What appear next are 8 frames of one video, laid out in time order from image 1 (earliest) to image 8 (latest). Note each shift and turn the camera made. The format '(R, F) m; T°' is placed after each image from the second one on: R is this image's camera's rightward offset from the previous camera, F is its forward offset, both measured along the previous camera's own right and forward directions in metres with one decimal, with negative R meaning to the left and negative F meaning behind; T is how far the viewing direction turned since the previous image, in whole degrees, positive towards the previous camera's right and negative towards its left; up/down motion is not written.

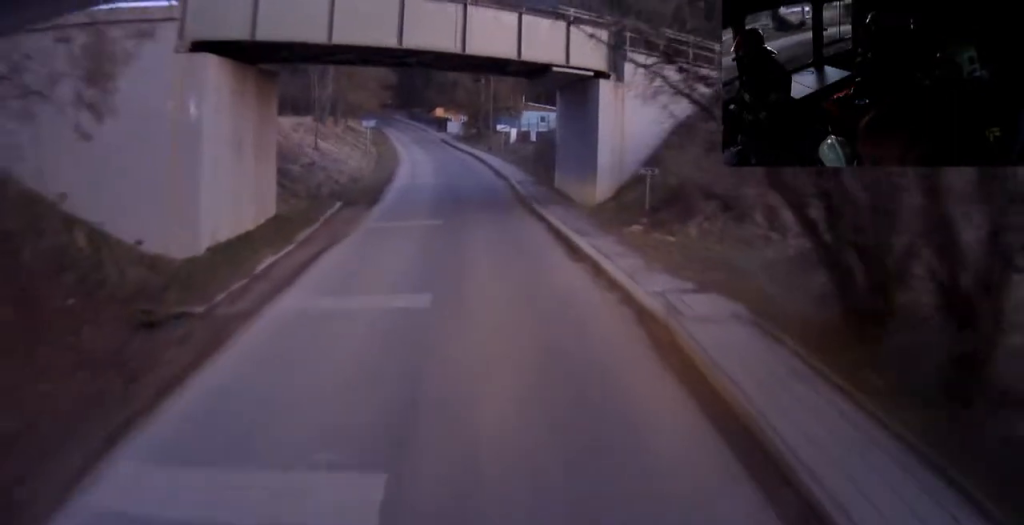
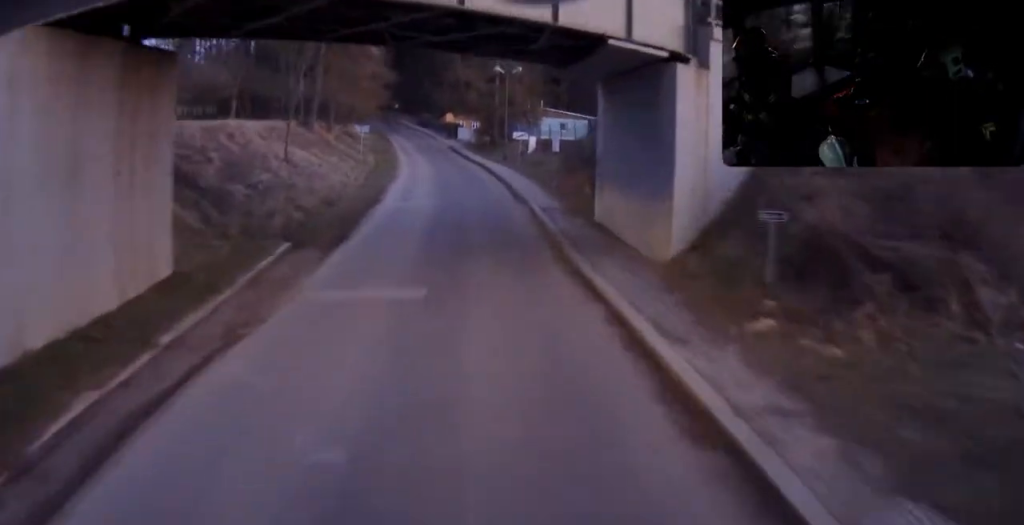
(0.0, +7.0) m; -1°
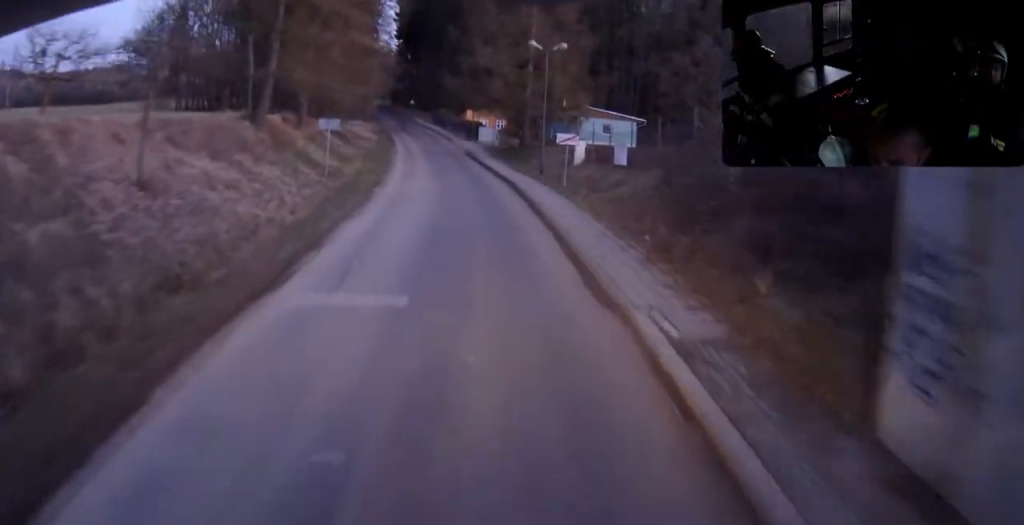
(-0.1, +12.9) m; +6°
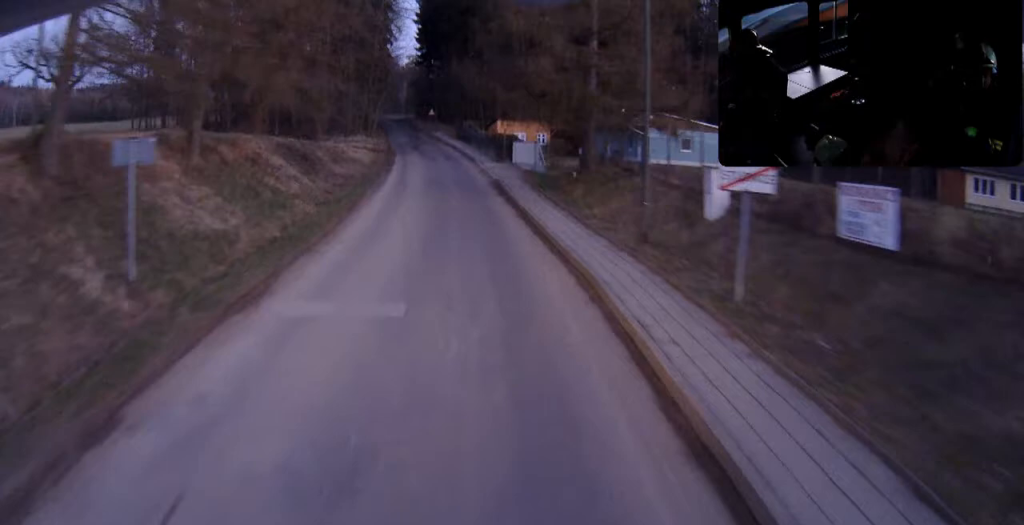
(+2.0, +18.2) m; +5°
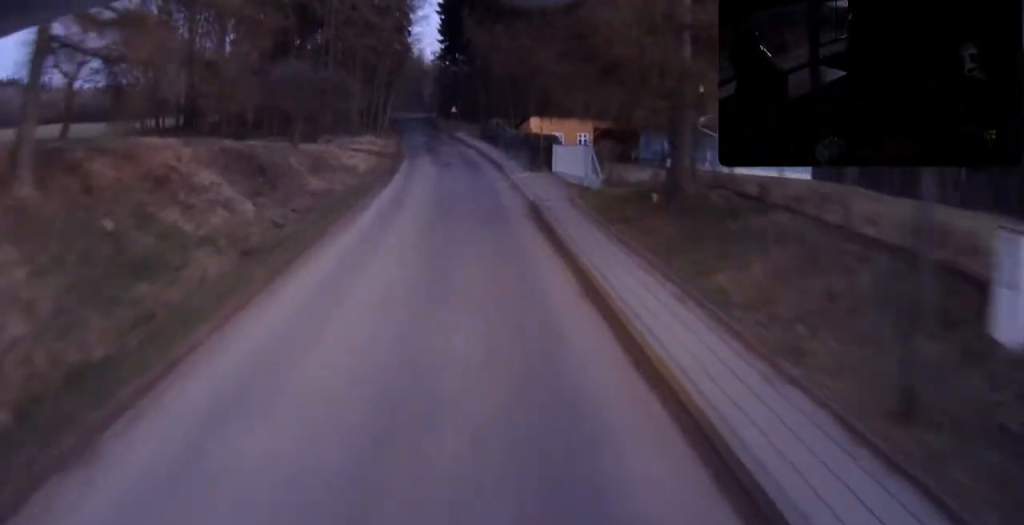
(-0.6, +11.5) m; -7°
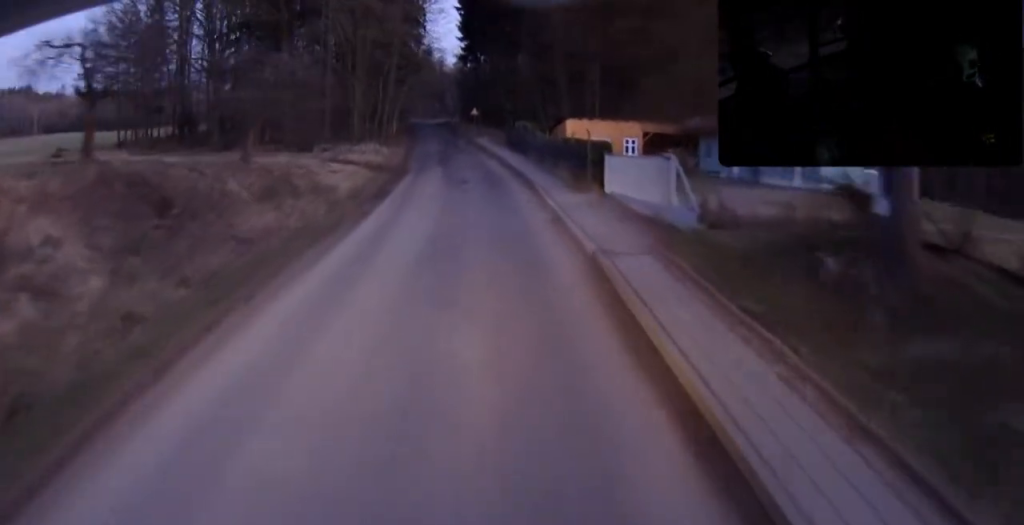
(-0.7, +10.8) m; -3°
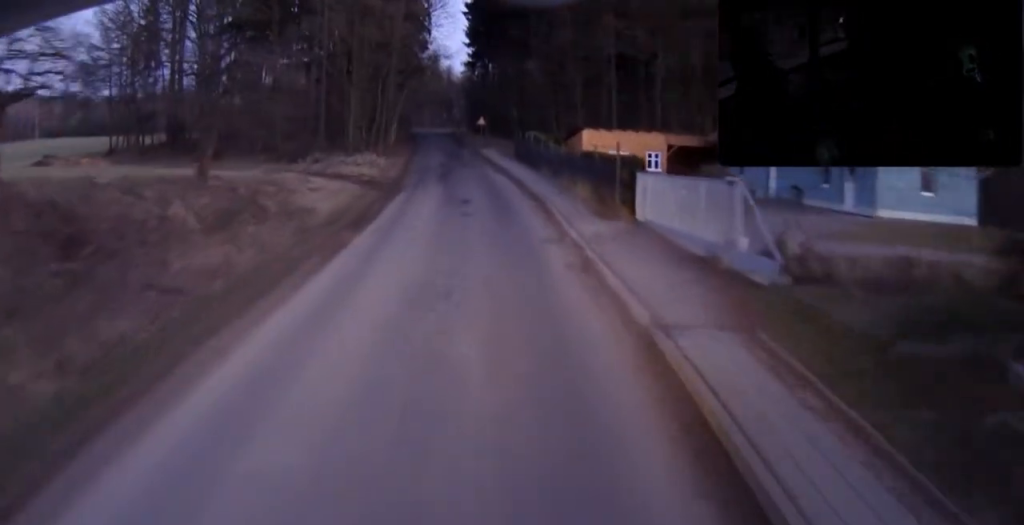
(-0.2, +4.9) m; 0°
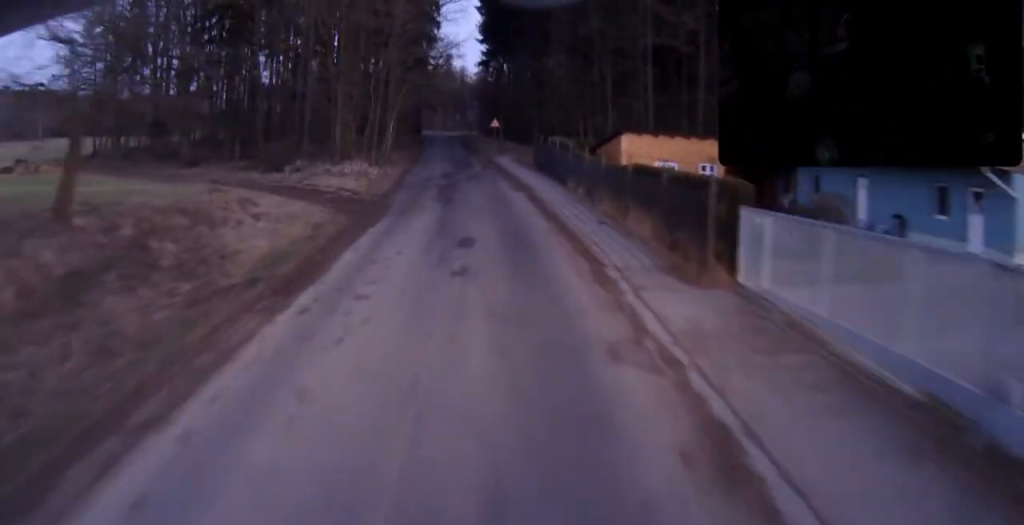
(+0.3, +9.0) m; +1°
